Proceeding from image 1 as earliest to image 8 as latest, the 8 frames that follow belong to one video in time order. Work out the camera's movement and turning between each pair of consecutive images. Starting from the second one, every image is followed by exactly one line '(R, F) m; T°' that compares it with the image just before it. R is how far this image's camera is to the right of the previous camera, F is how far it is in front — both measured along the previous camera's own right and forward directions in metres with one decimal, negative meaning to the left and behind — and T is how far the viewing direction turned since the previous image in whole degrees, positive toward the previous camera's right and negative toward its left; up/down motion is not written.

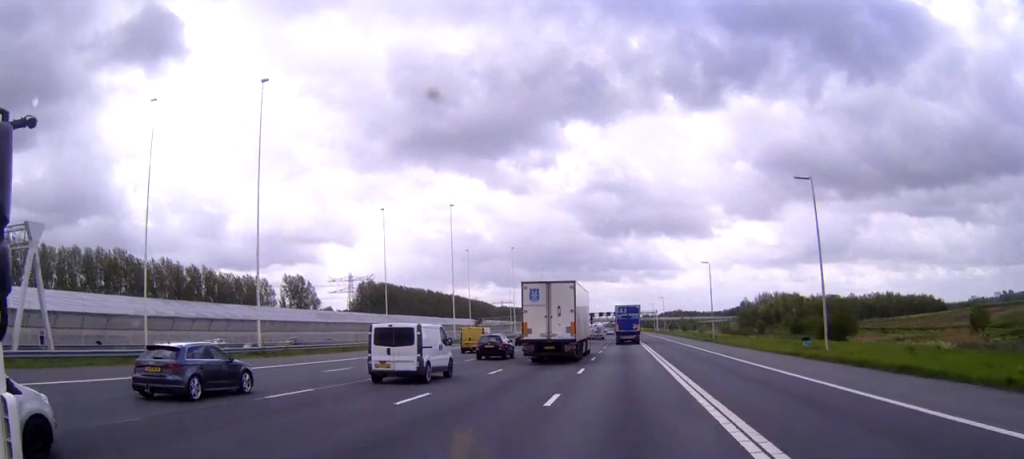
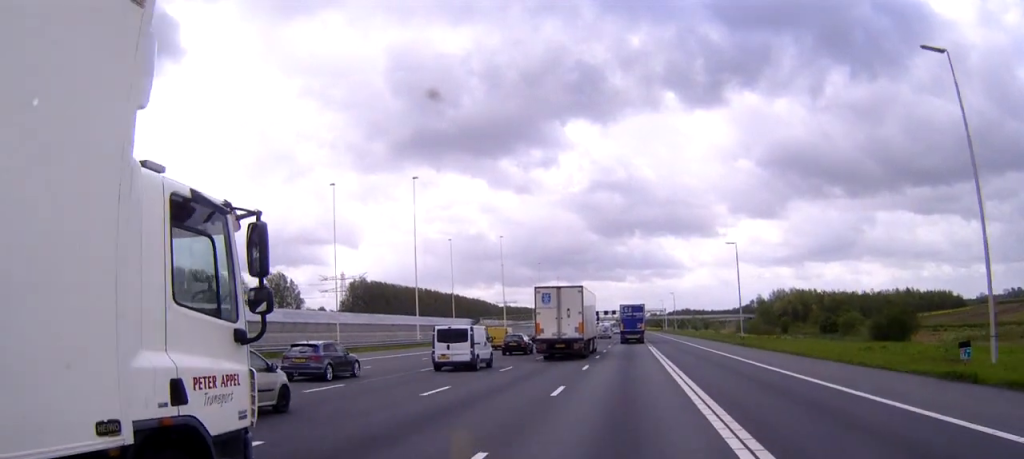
(0.0, +21.4) m; 0°
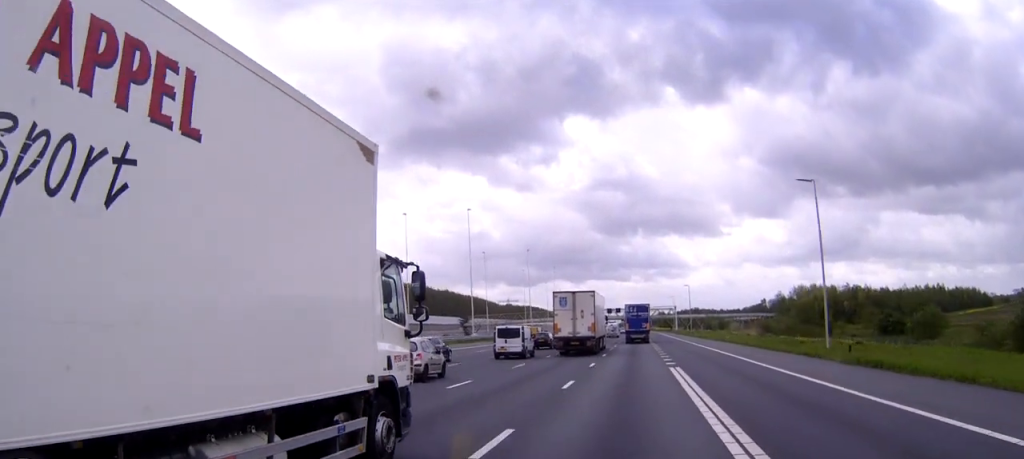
(0.0, +33.4) m; 0°
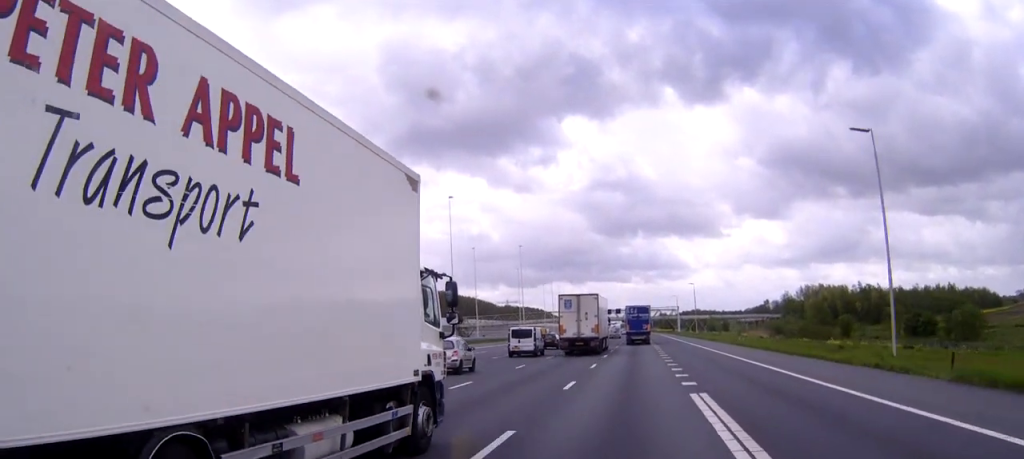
(0.0, +12.1) m; 0°
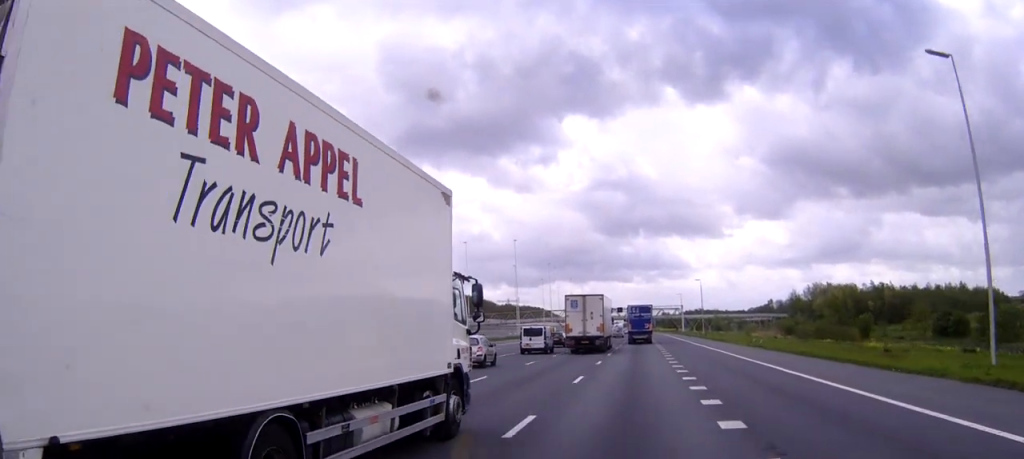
(0.0, +10.1) m; 0°
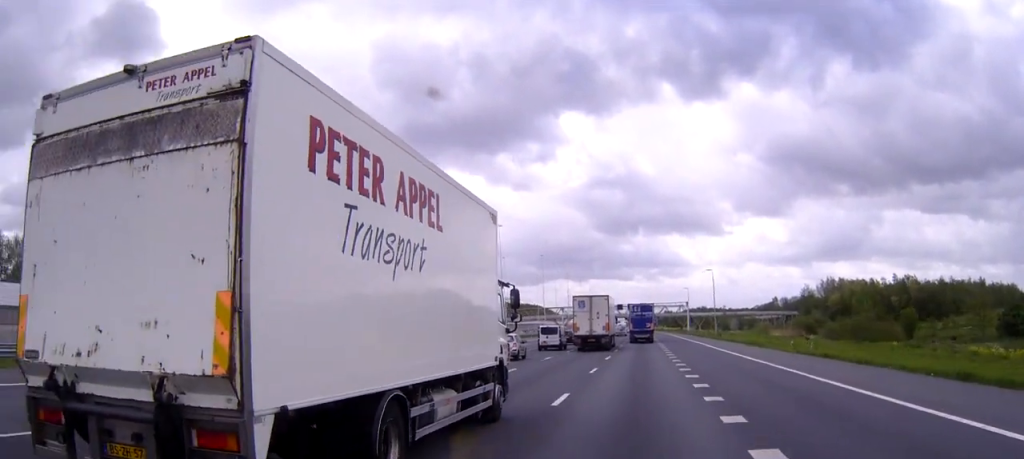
(-0.1, +18.9) m; 0°
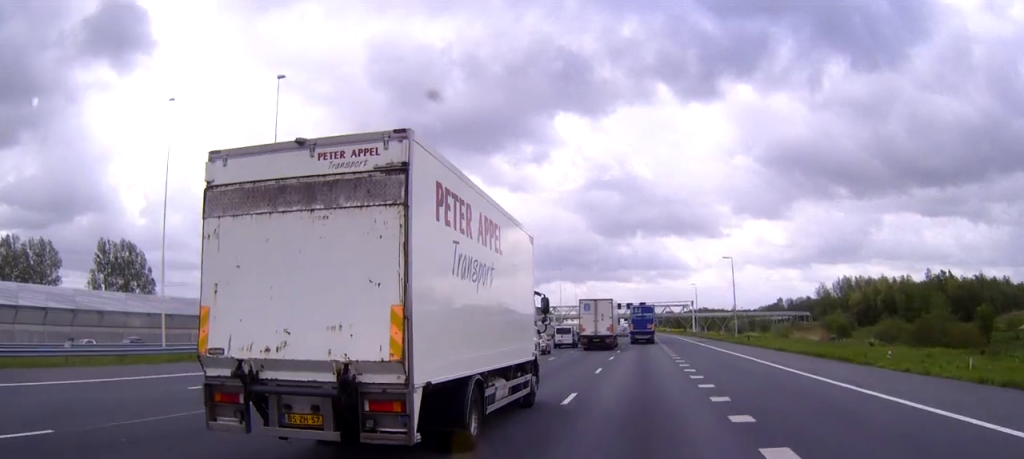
(0.0, +23.8) m; 0°
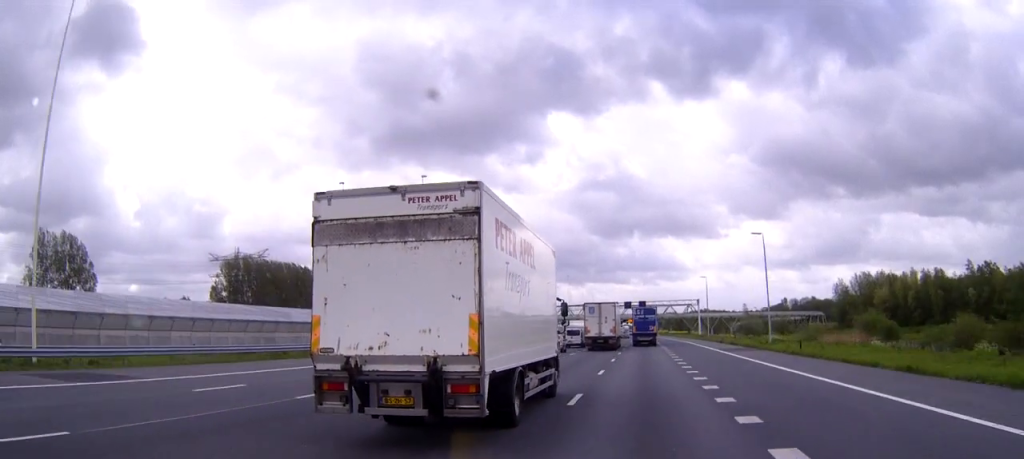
(0.0, +23.8) m; 0°
